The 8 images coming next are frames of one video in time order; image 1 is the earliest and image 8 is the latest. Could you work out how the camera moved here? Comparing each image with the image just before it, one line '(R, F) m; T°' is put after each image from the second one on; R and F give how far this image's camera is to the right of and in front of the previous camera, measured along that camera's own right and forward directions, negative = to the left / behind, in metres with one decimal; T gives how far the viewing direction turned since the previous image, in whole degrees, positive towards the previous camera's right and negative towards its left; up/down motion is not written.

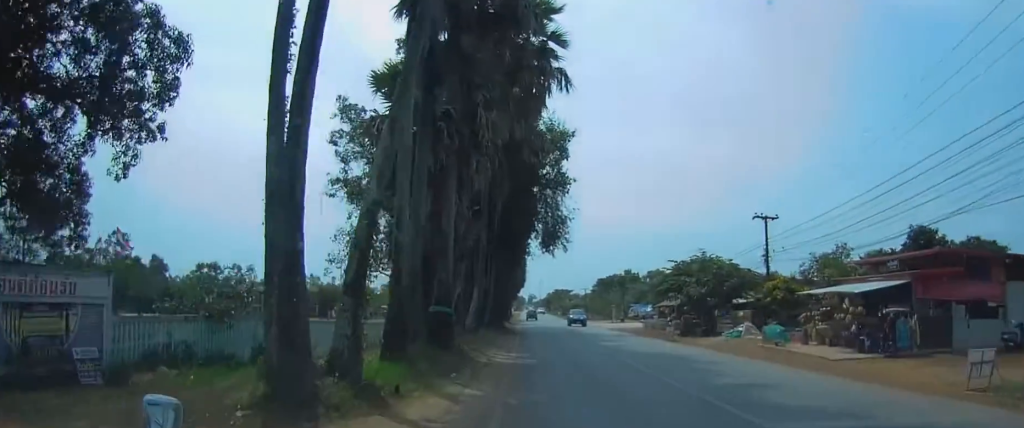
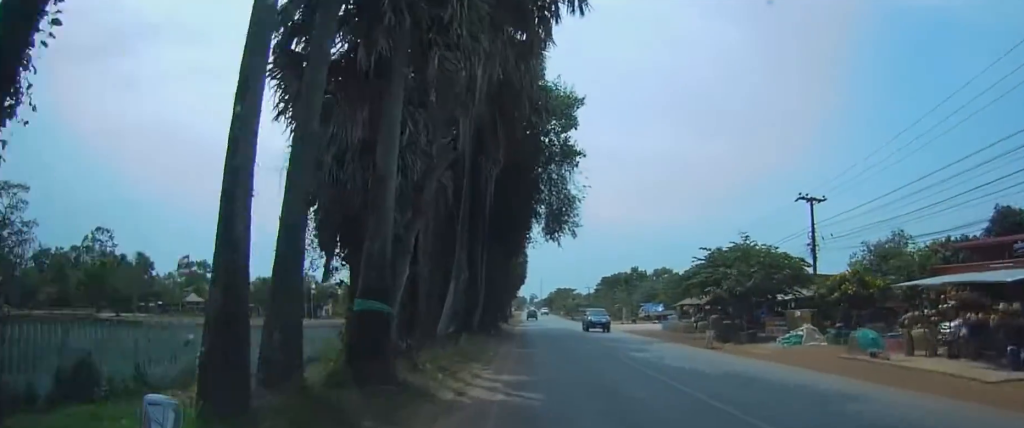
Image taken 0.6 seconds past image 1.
(0.0, +11.5) m; 0°
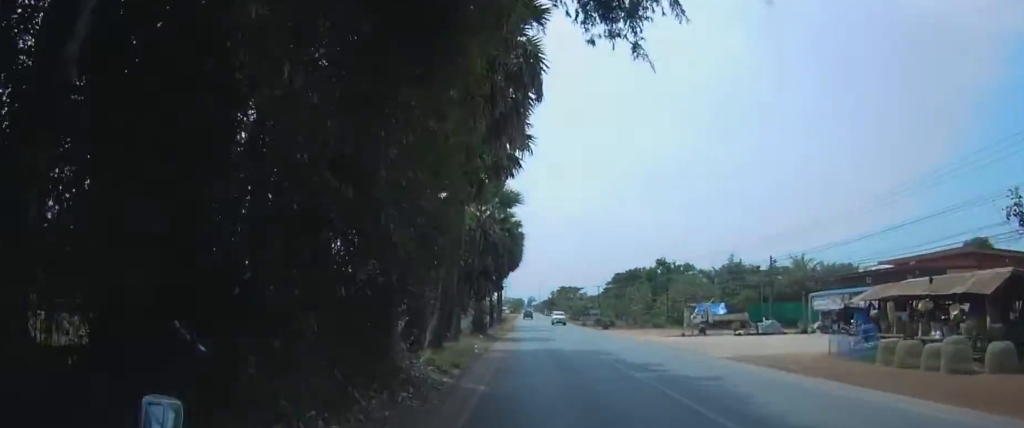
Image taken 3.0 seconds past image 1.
(-0.1, +38.9) m; 0°
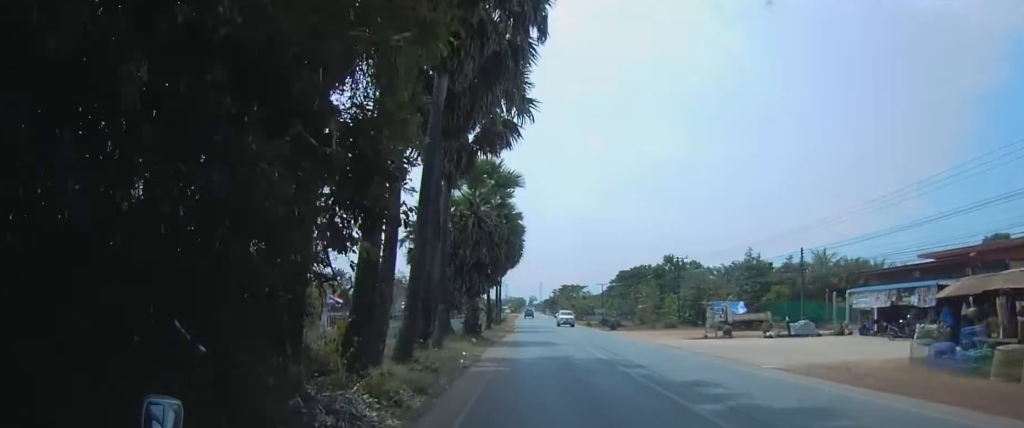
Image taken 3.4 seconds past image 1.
(0.0, +6.3) m; 0°
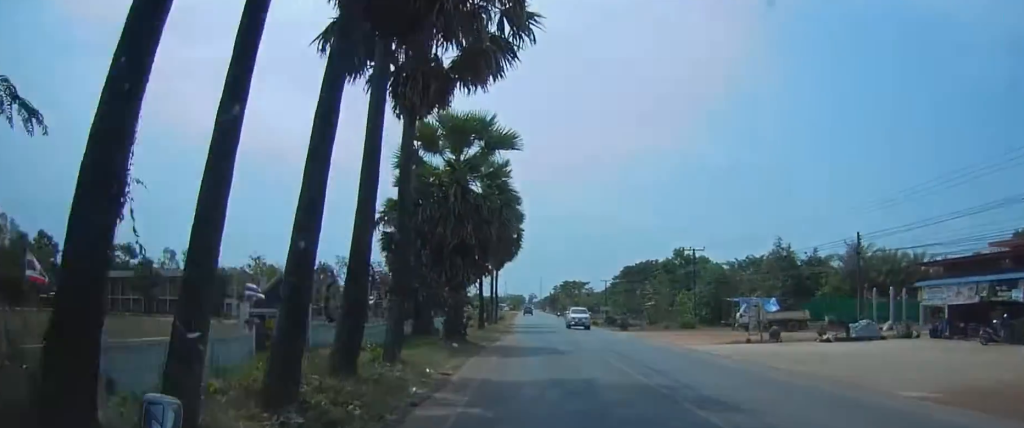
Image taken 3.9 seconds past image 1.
(0.0, +8.8) m; 0°
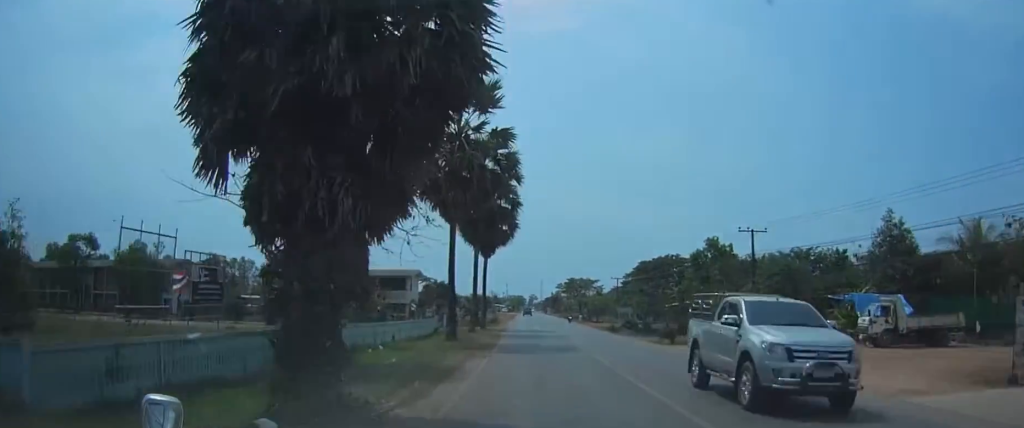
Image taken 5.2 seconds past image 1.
(0.0, +20.3) m; 0°
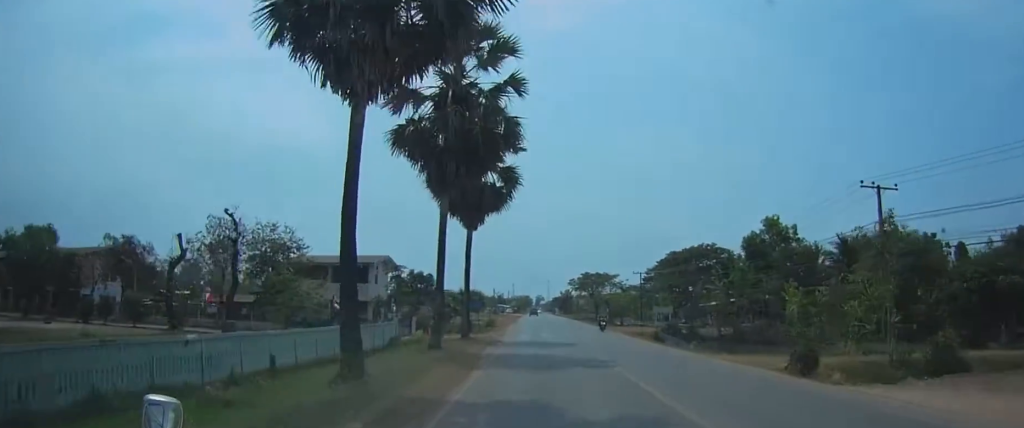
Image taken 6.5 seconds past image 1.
(0.0, +20.7) m; 0°
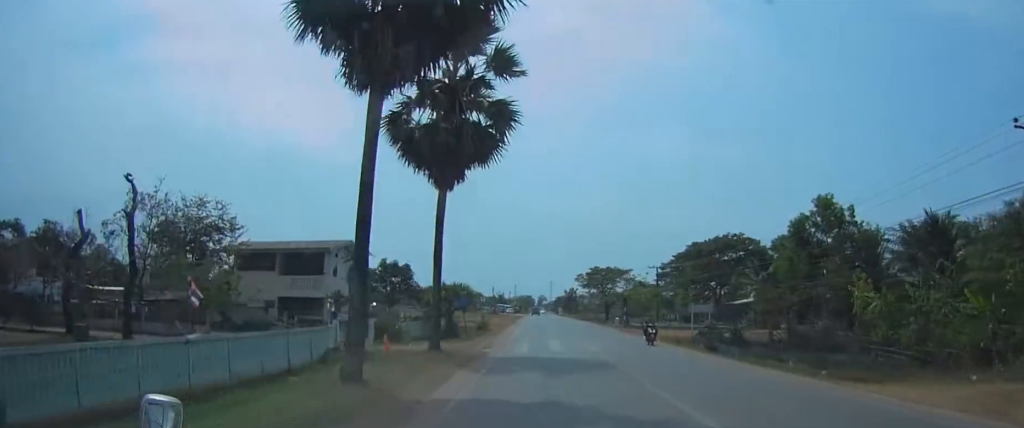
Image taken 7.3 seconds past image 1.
(0.0, +13.2) m; 0°
